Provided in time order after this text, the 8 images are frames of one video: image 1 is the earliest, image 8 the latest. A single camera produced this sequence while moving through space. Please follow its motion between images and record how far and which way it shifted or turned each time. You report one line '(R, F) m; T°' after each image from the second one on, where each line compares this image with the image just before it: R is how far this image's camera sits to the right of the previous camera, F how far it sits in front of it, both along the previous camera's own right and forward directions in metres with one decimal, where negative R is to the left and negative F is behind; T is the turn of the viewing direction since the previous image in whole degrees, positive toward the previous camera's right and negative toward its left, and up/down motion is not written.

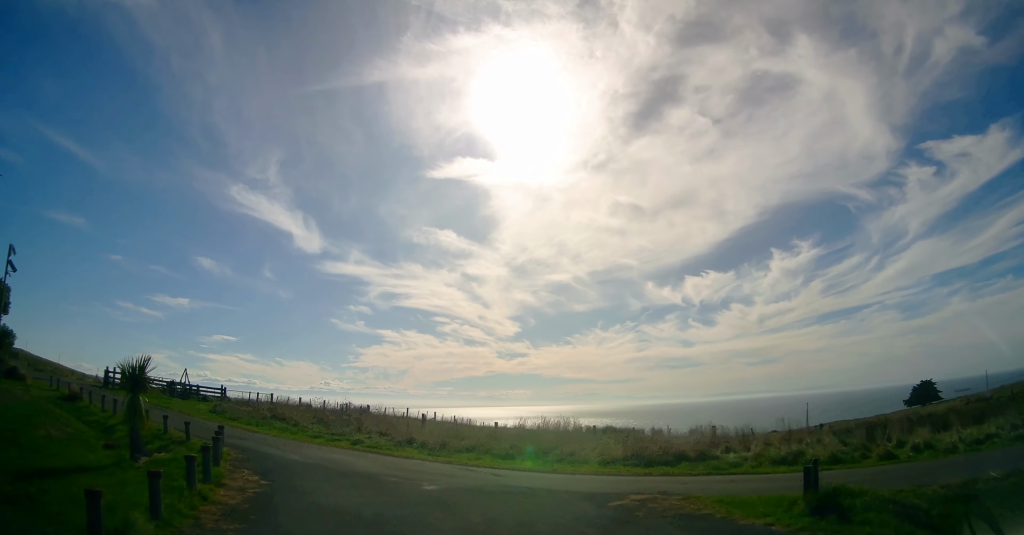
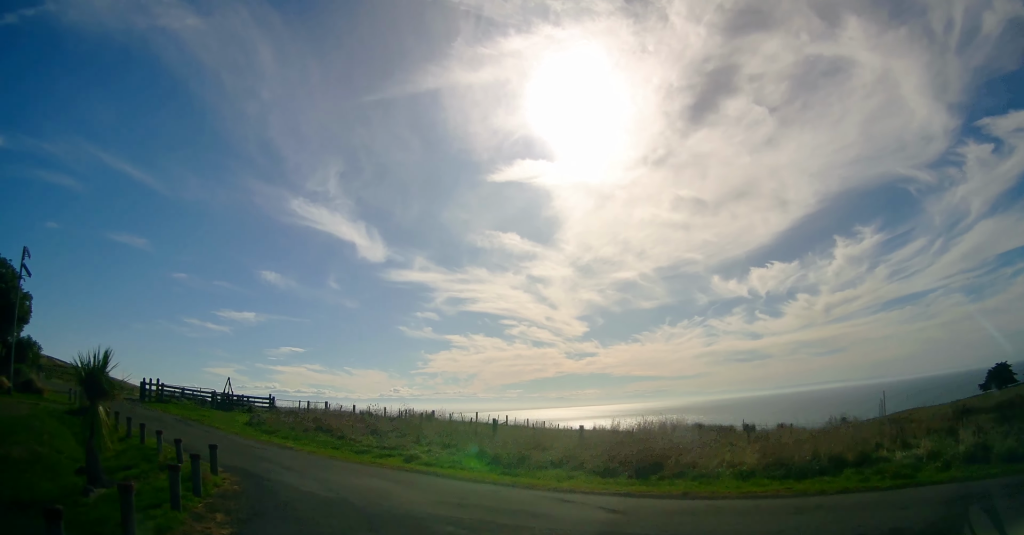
(-0.1, +4.1) m; -5°
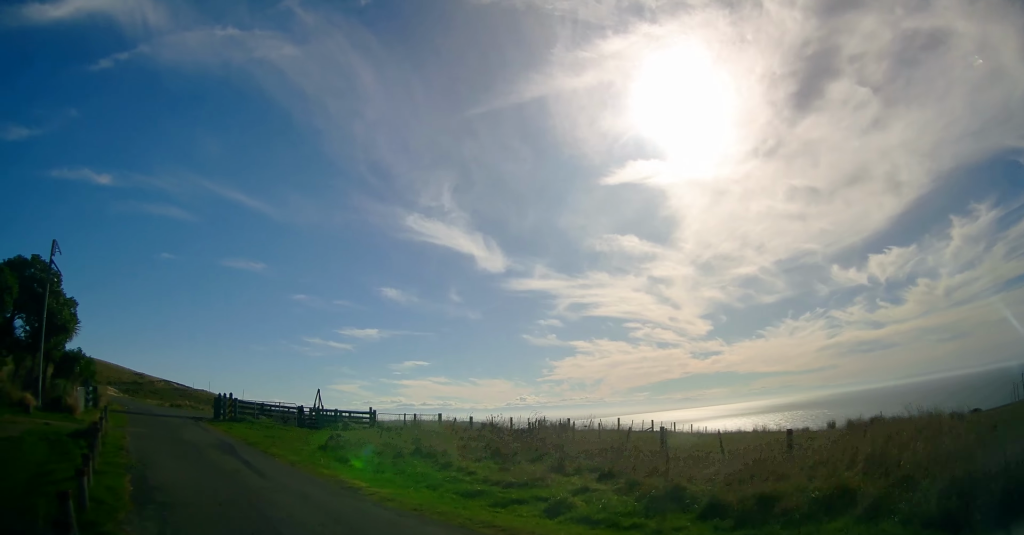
(-0.3, +6.4) m; -5°
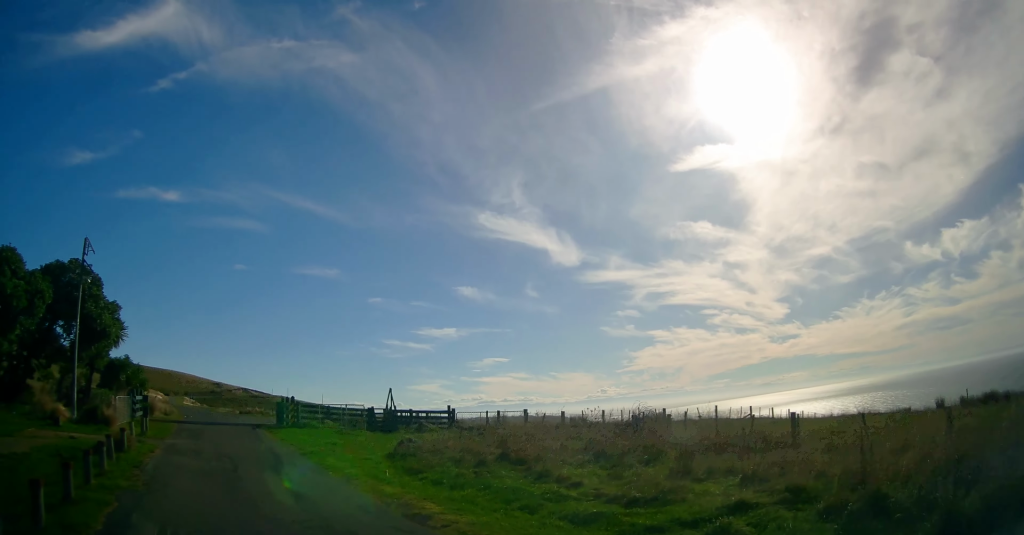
(+0.3, +2.6) m; -6°
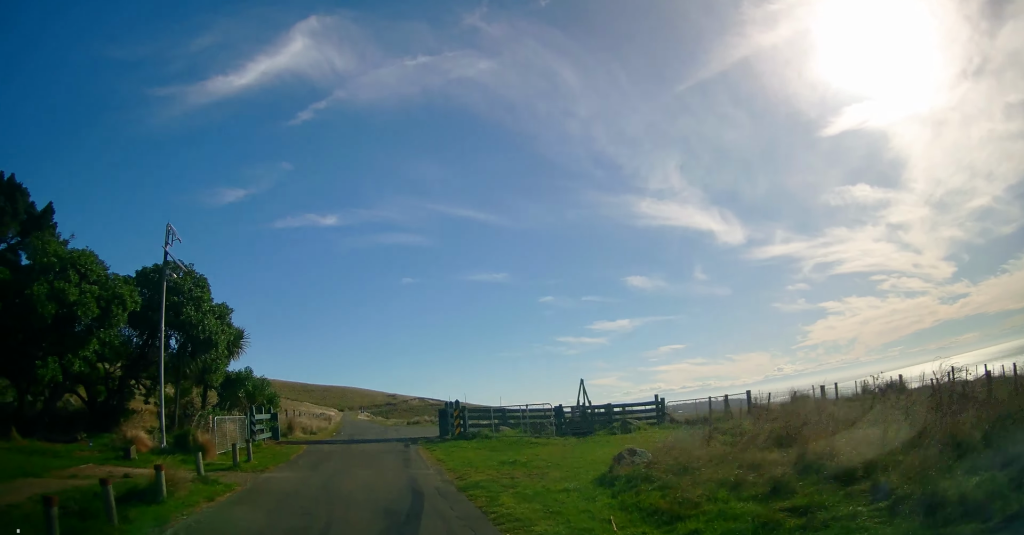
(-1.0, +5.3) m; -16°
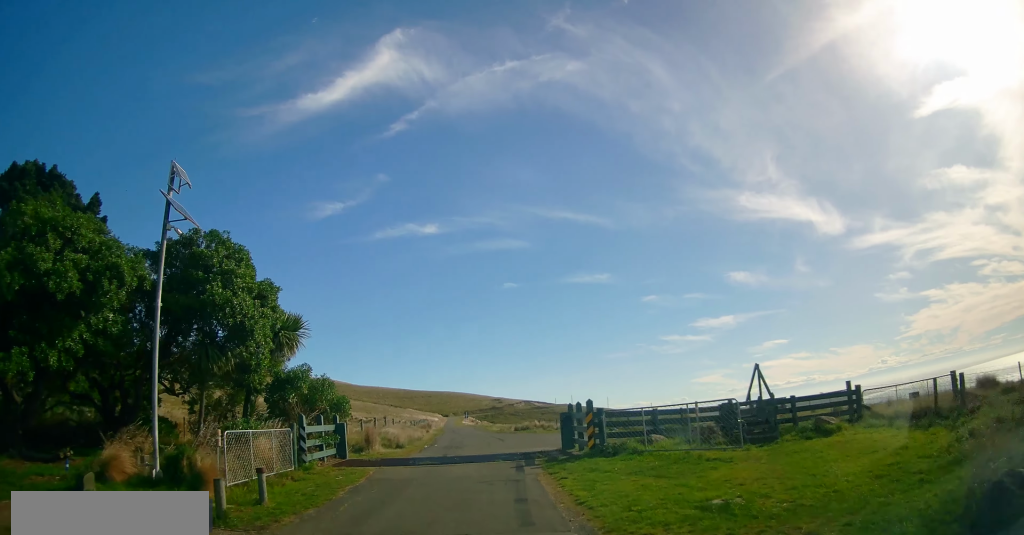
(-0.3, +5.2) m; -8°
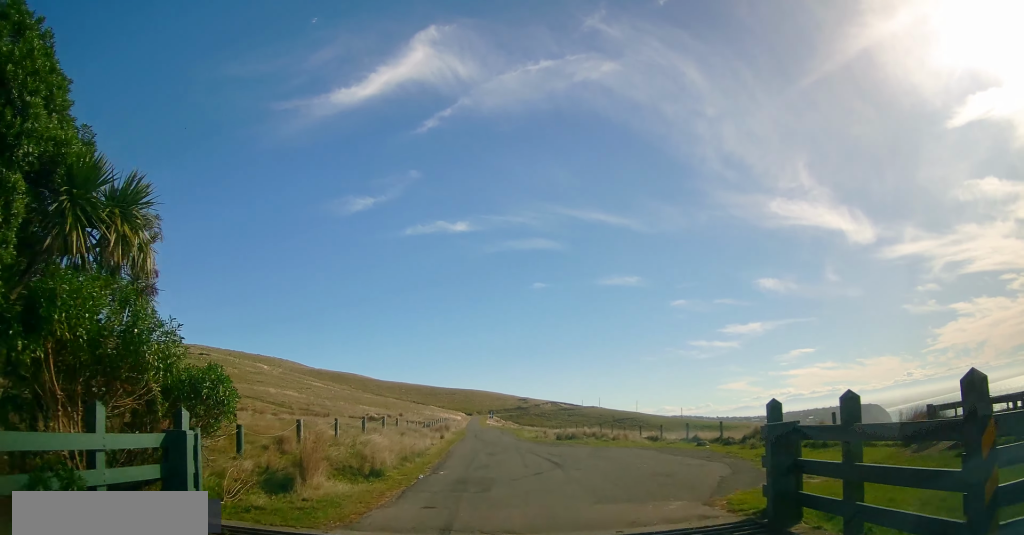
(-0.7, +10.1) m; -4°
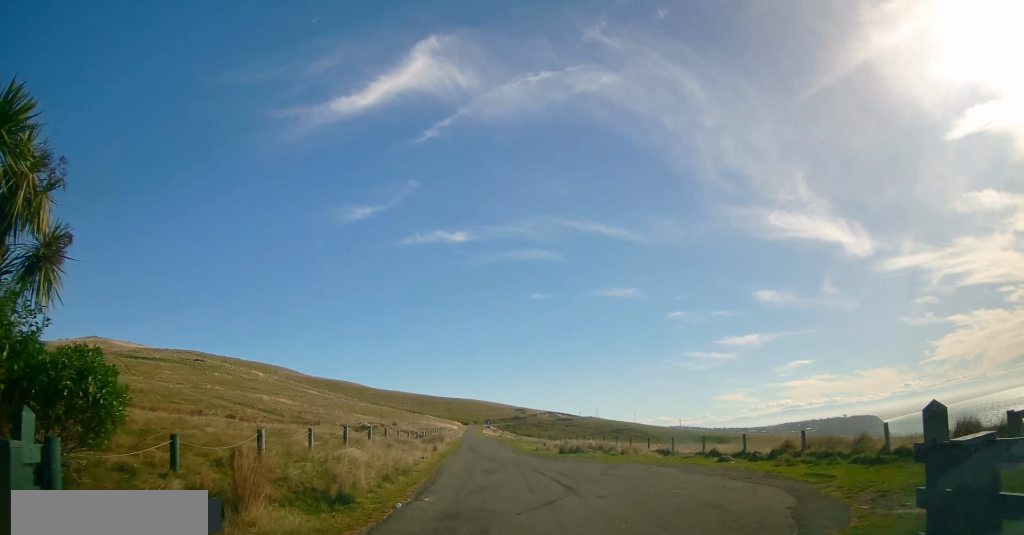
(+0.1, +2.6) m; 0°
